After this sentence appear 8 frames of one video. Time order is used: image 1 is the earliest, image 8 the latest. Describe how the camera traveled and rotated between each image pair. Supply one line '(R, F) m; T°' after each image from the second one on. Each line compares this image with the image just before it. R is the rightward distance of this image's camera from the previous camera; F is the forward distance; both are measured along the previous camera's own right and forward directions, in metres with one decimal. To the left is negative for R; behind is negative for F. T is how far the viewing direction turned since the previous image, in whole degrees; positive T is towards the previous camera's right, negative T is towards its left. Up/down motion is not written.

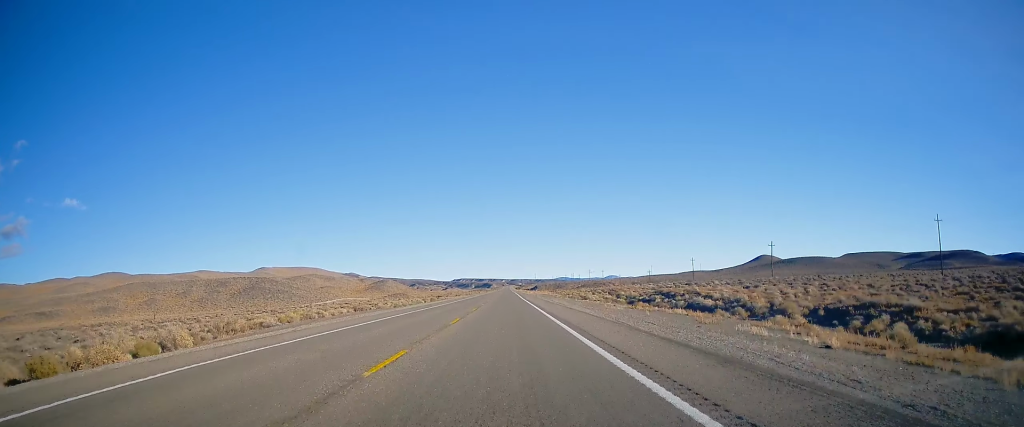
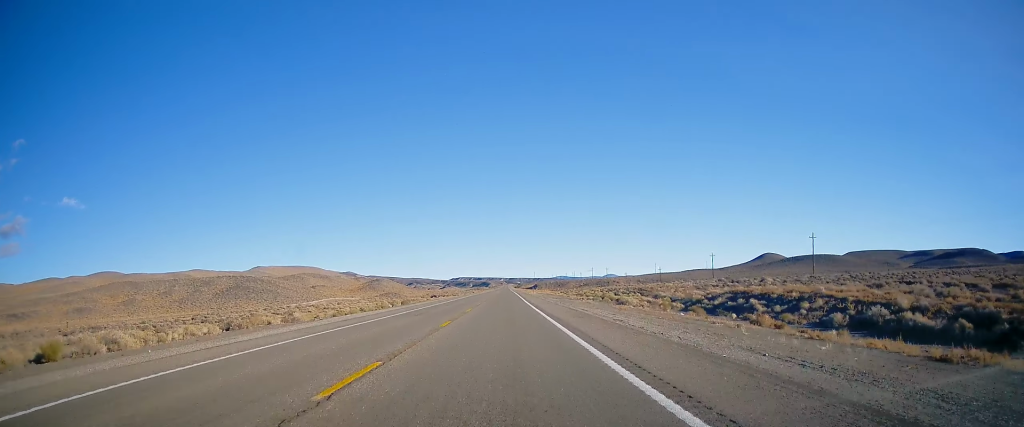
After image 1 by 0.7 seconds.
(+0.4, +25.9) m; 0°
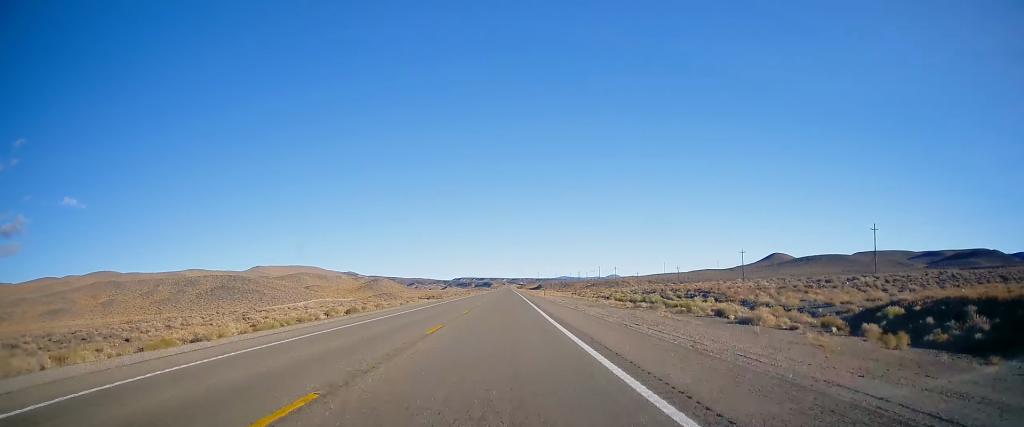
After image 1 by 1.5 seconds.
(-0.4, +27.1) m; 0°
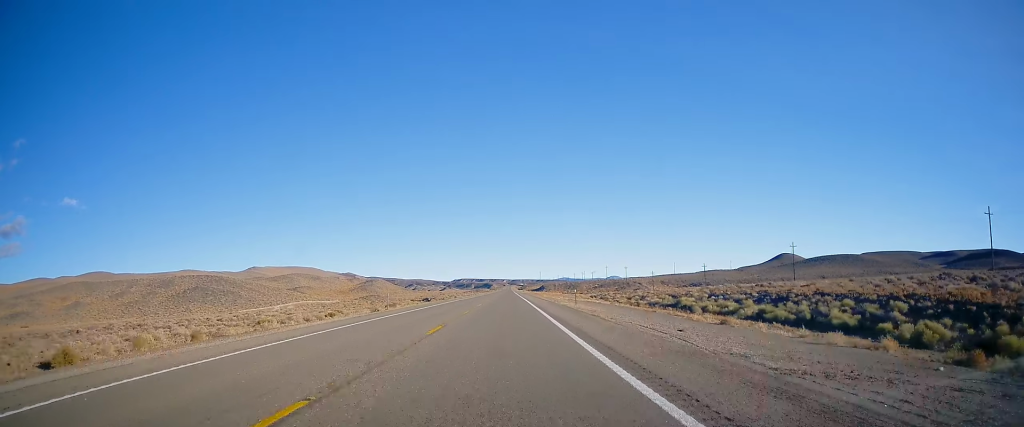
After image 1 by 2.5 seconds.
(+0.2, +36.7) m; 0°
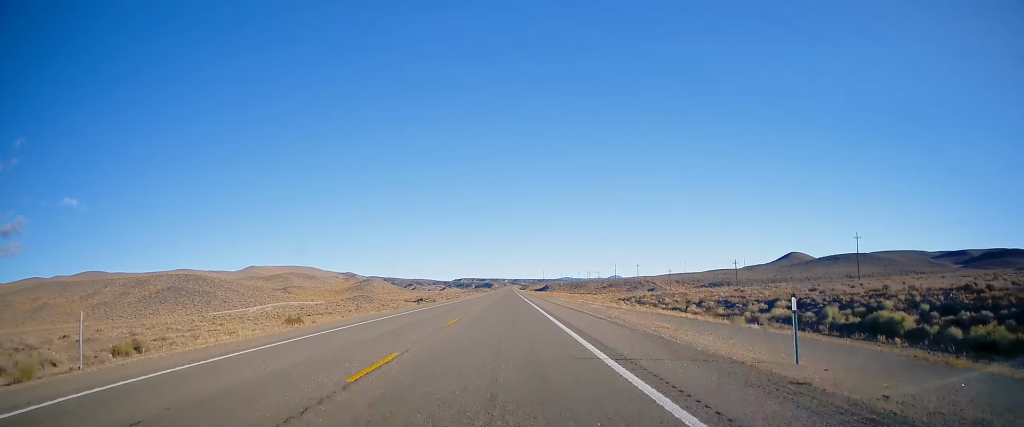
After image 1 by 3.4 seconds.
(-0.2, +31.9) m; 0°
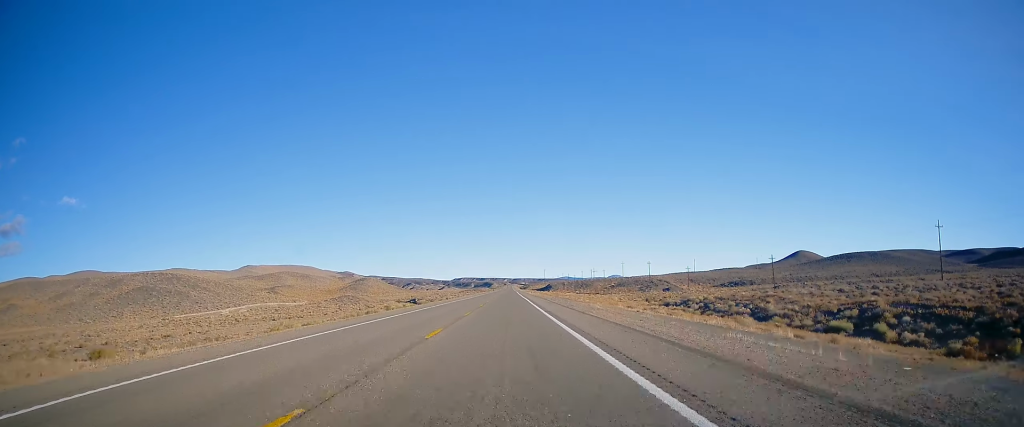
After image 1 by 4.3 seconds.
(+0.1, +29.7) m; 0°
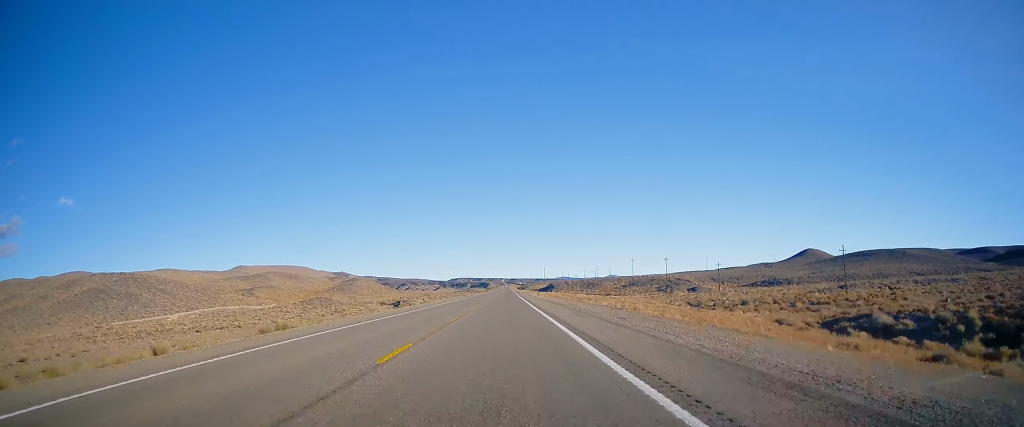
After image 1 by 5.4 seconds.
(-0.3, +41.6) m; 0°
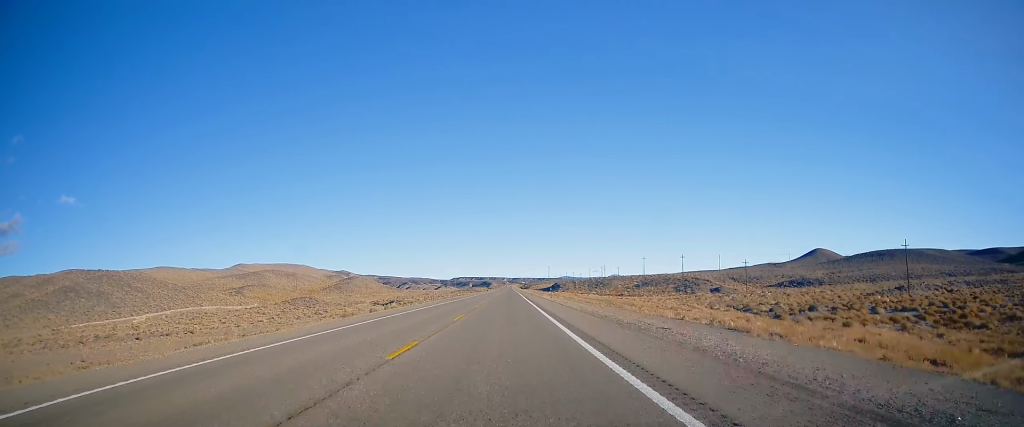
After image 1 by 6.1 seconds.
(+0.3, +23.5) m; 0°
